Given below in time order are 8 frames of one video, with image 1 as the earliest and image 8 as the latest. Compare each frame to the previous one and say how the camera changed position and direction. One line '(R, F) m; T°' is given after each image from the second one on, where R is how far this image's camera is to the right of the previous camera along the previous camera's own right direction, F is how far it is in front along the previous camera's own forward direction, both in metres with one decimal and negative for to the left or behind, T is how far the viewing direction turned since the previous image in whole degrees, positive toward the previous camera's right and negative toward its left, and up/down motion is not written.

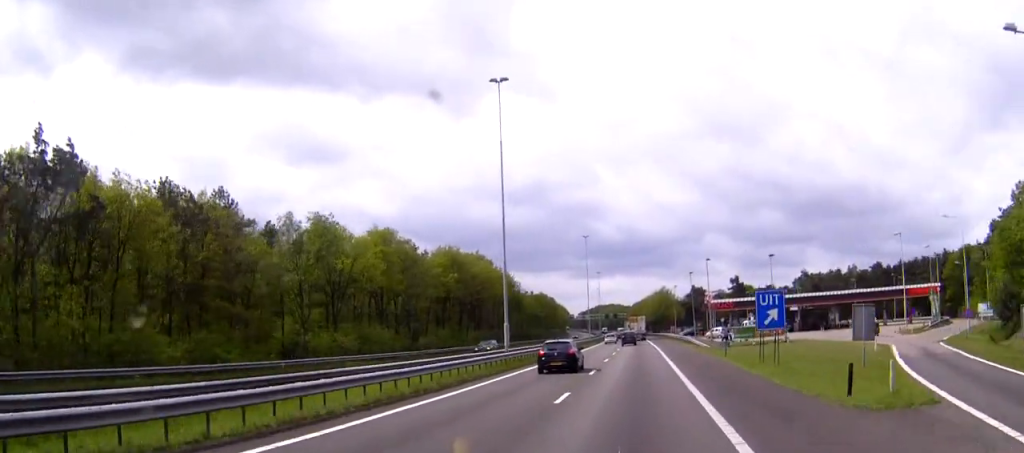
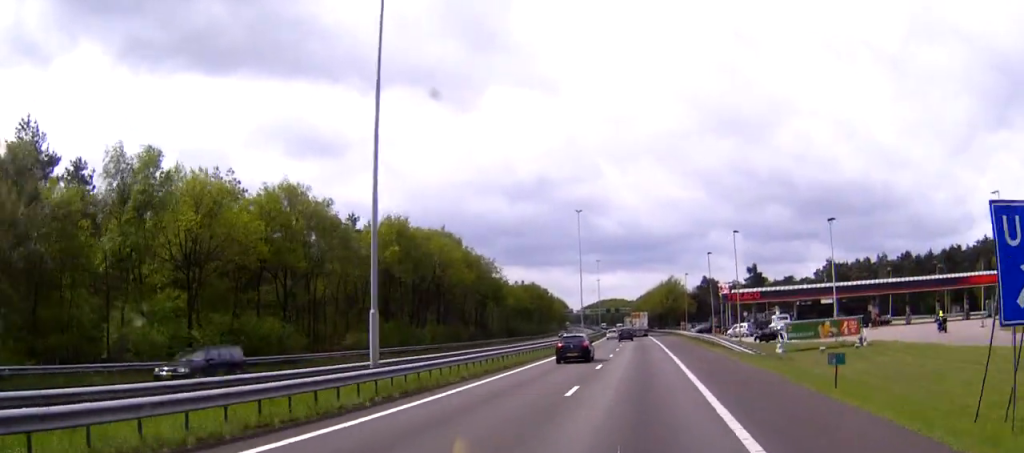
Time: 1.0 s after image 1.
(0.0, +23.7) m; 0°
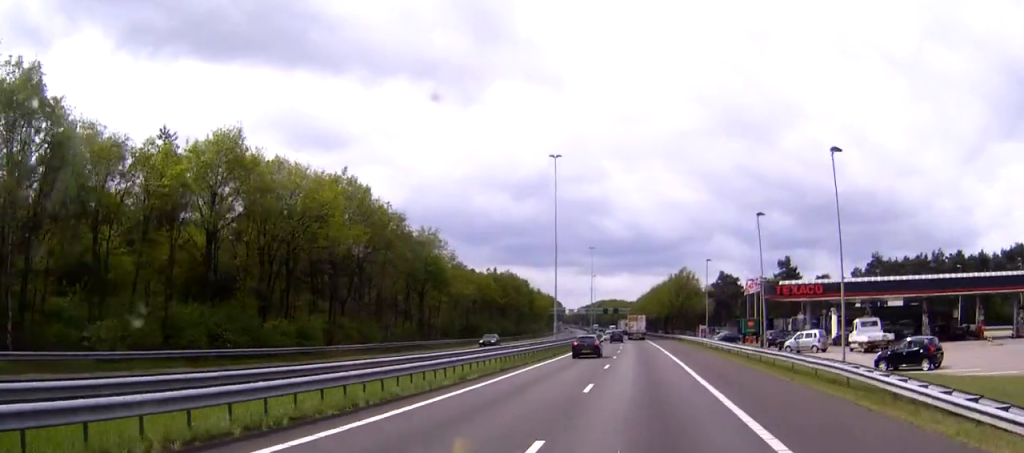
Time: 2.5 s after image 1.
(0.0, +35.2) m; 0°
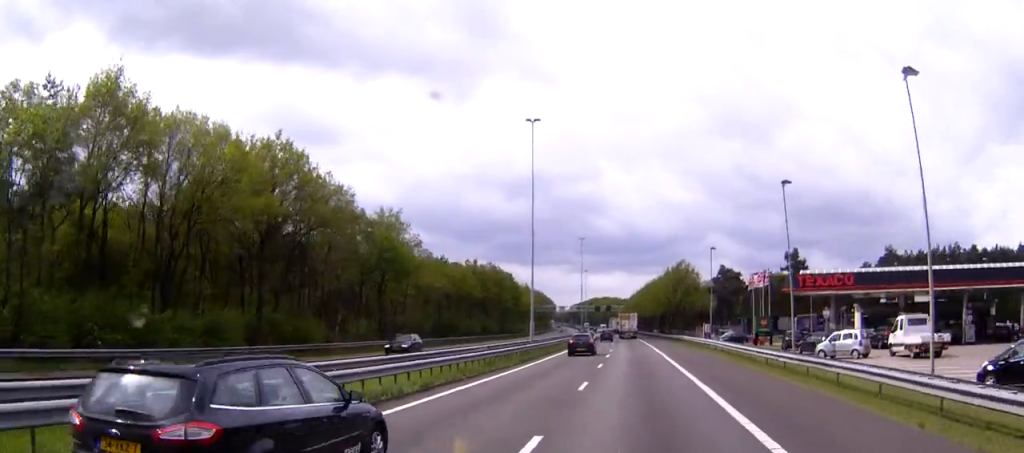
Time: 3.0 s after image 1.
(0.0, +11.6) m; 0°
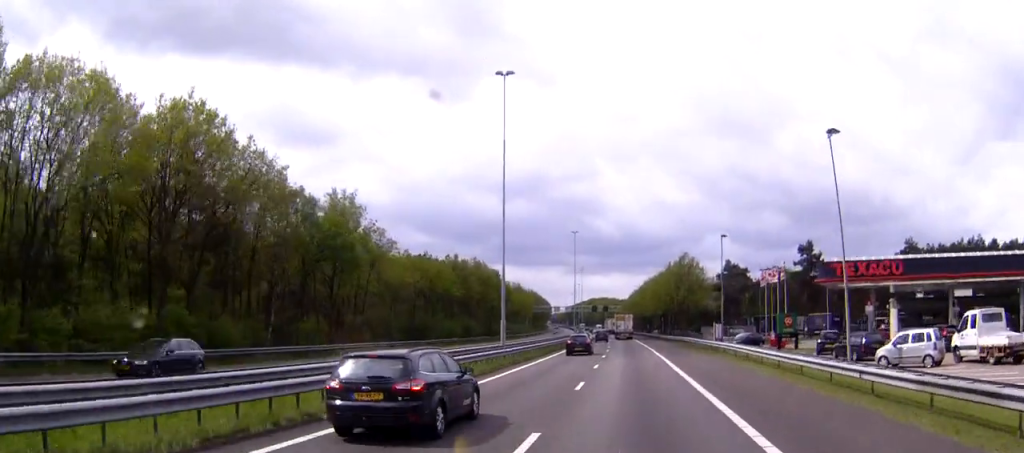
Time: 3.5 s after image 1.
(0.0, +11.6) m; 0°
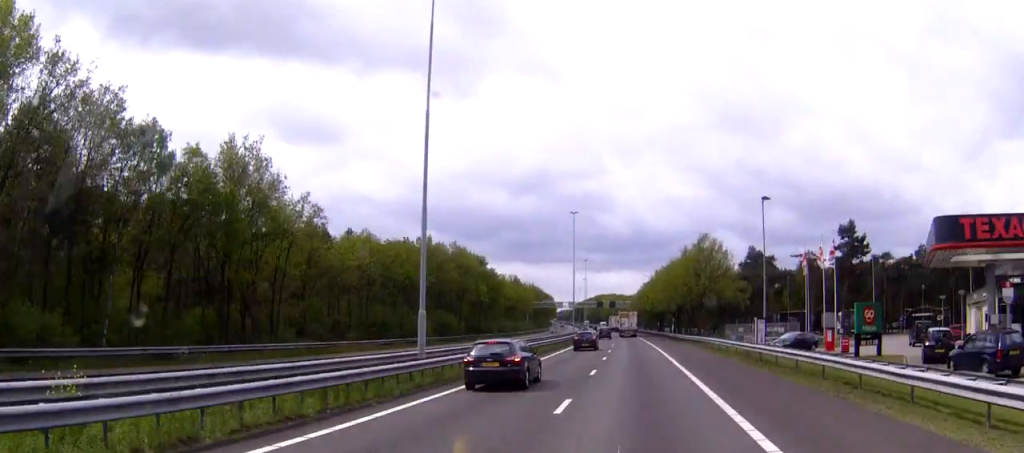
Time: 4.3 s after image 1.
(-0.1, +18.6) m; 0°
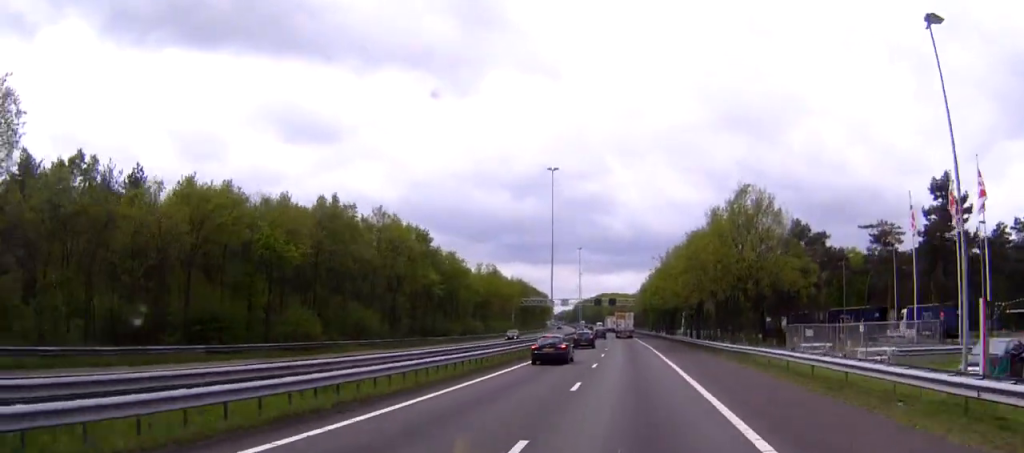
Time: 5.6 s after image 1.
(-0.2, +31.2) m; 0°
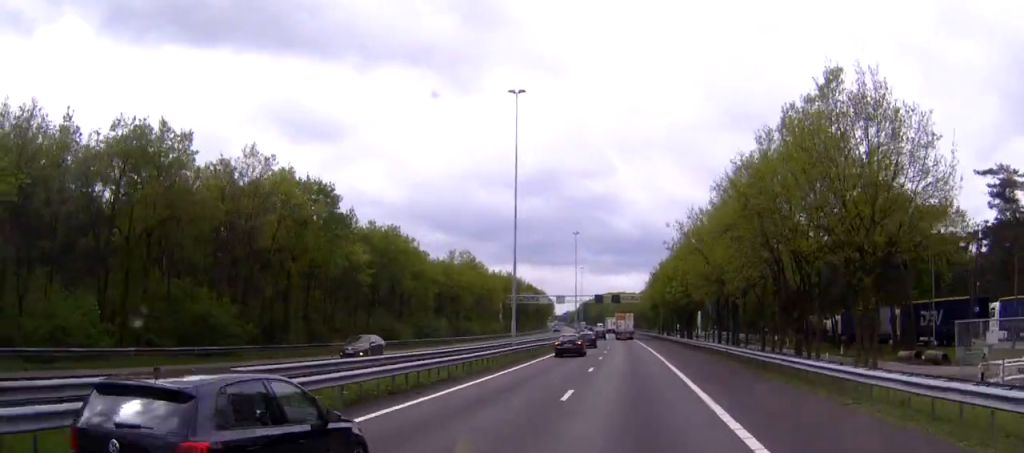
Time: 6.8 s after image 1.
(0.0, +26.5) m; 0°
